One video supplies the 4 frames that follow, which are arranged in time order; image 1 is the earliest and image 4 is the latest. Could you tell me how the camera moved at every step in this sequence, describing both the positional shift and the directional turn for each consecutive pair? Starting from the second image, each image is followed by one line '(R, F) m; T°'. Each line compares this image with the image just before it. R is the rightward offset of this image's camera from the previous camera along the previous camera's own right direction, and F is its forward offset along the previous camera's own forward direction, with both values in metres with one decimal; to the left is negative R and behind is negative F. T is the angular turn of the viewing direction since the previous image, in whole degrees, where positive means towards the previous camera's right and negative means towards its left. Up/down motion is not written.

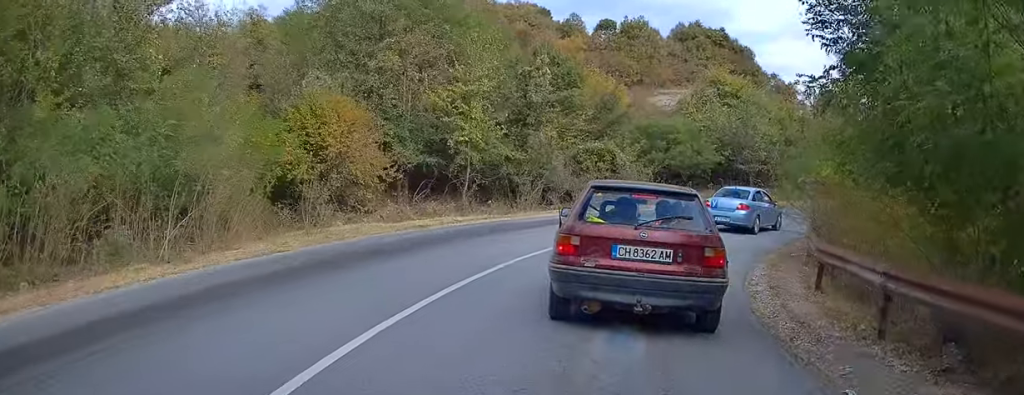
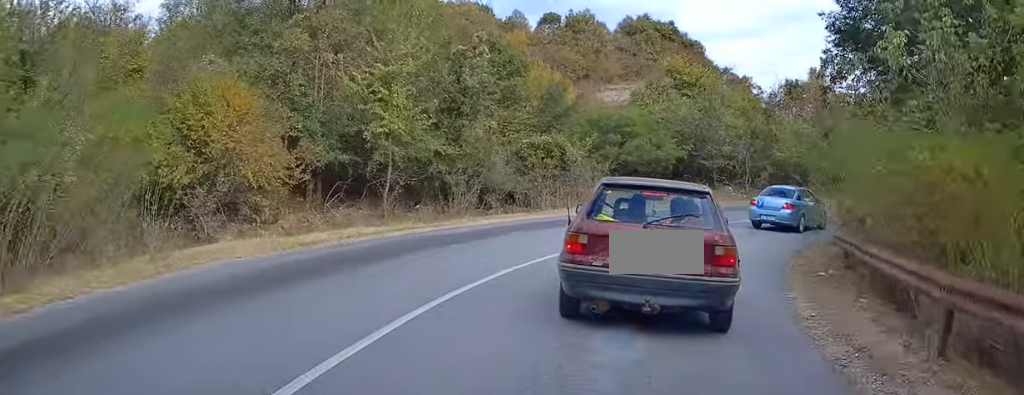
(+0.5, +4.9) m; +9°
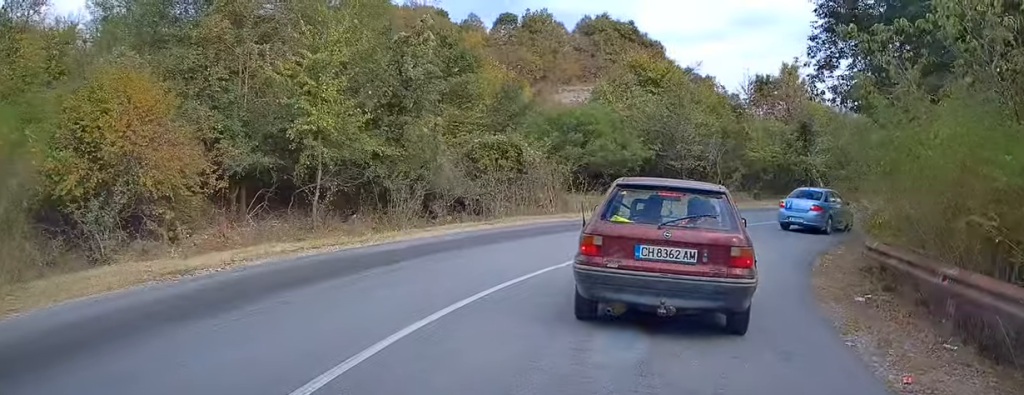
(0.0, +3.2) m; +6°
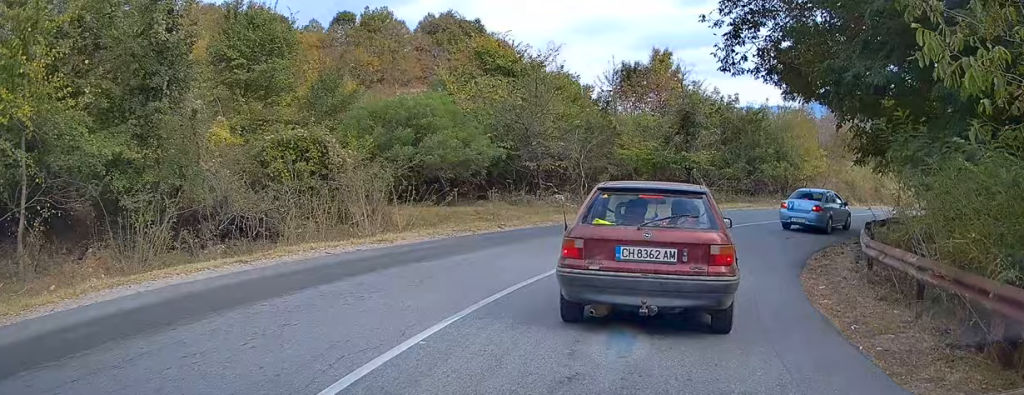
(+0.9, +7.1) m; +14°
